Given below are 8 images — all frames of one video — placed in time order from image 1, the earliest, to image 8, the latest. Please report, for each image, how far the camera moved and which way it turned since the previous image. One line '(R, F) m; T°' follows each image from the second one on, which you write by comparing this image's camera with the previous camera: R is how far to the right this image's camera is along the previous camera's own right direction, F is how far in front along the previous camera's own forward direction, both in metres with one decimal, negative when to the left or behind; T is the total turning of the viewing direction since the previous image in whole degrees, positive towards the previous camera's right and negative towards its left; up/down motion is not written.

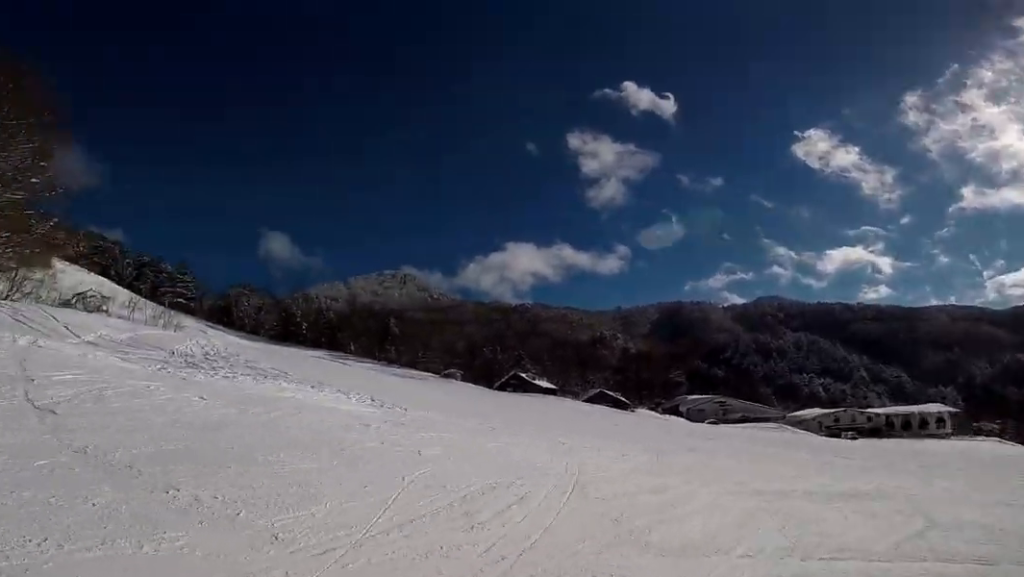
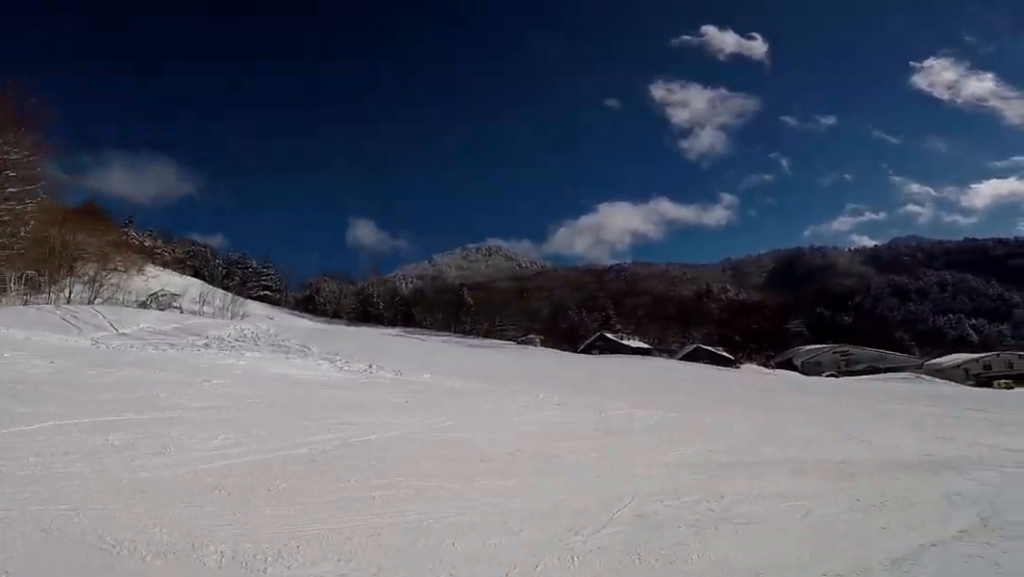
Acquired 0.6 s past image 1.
(+0.4, +5.5) m; 0°
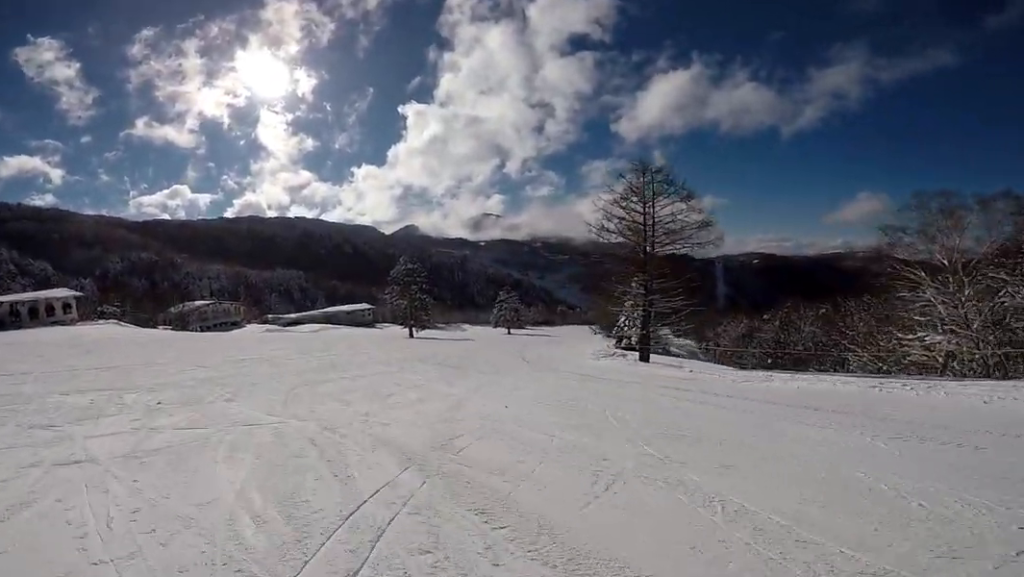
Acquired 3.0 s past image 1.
(+1.6, +20.8) m; +22°
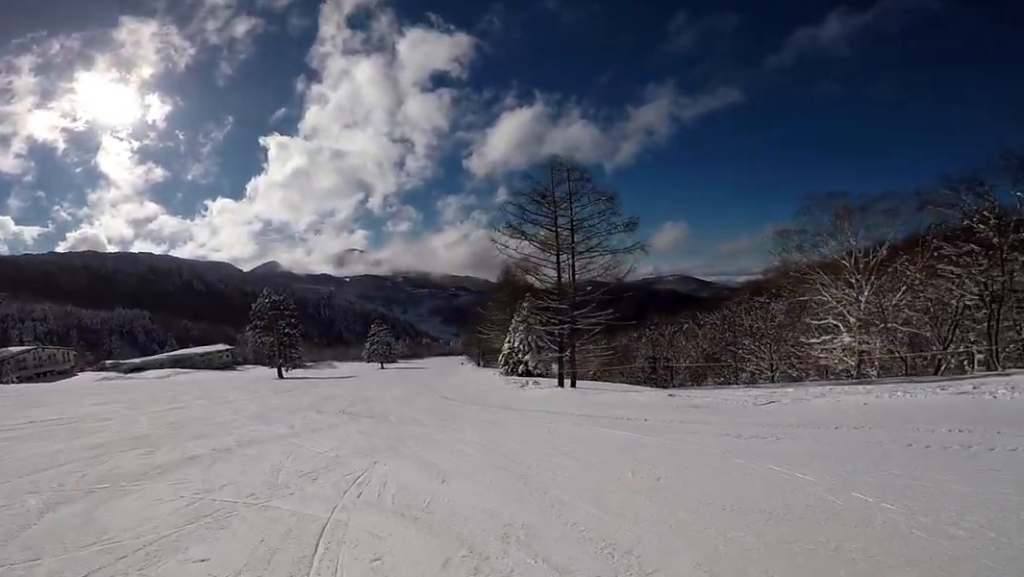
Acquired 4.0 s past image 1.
(+1.1, +9.2) m; +7°
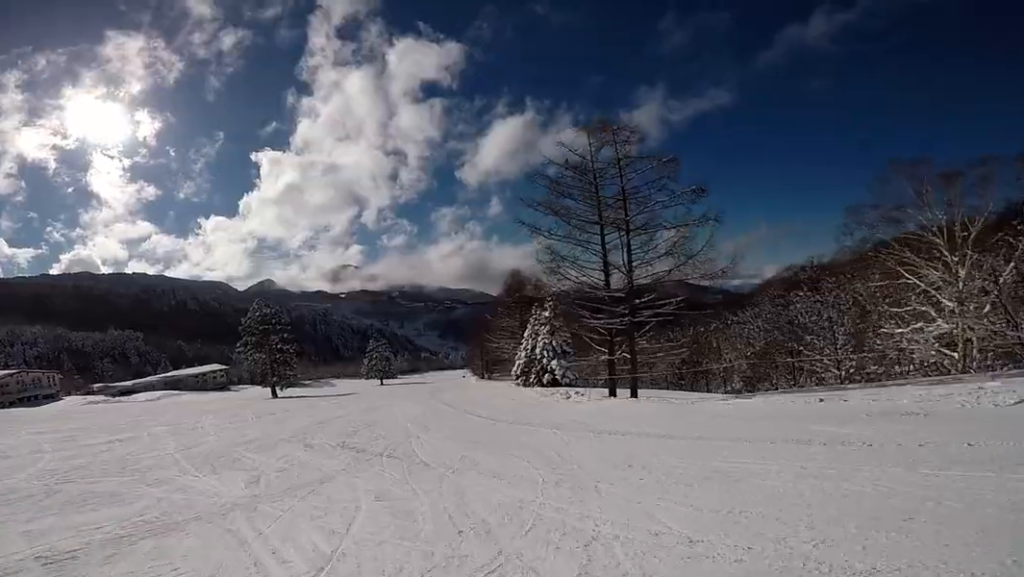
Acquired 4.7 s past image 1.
(0.0, +7.0) m; 0°
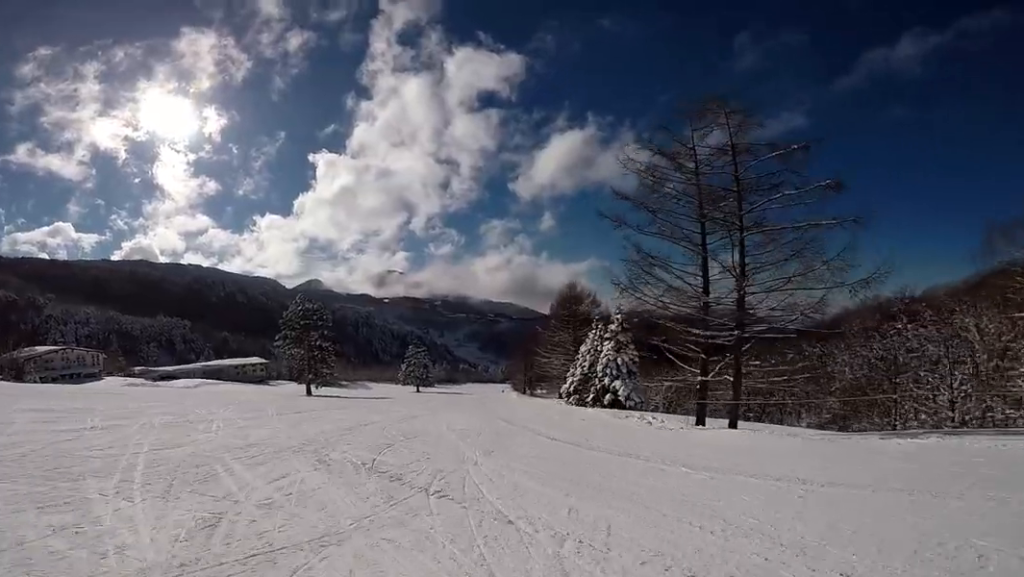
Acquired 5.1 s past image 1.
(0.0, +4.1) m; 0°
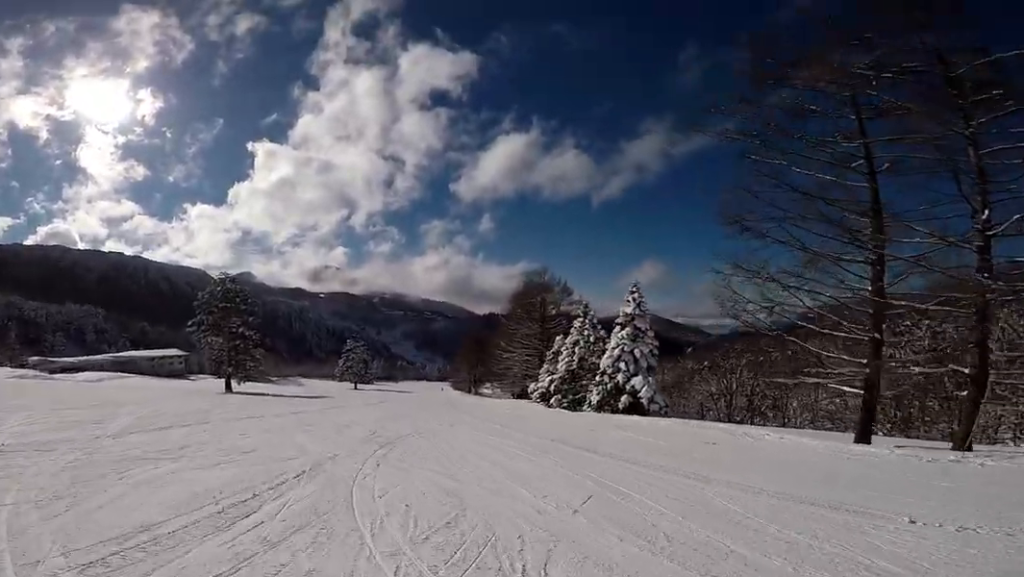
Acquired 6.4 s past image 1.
(0.0, +11.8) m; +10°
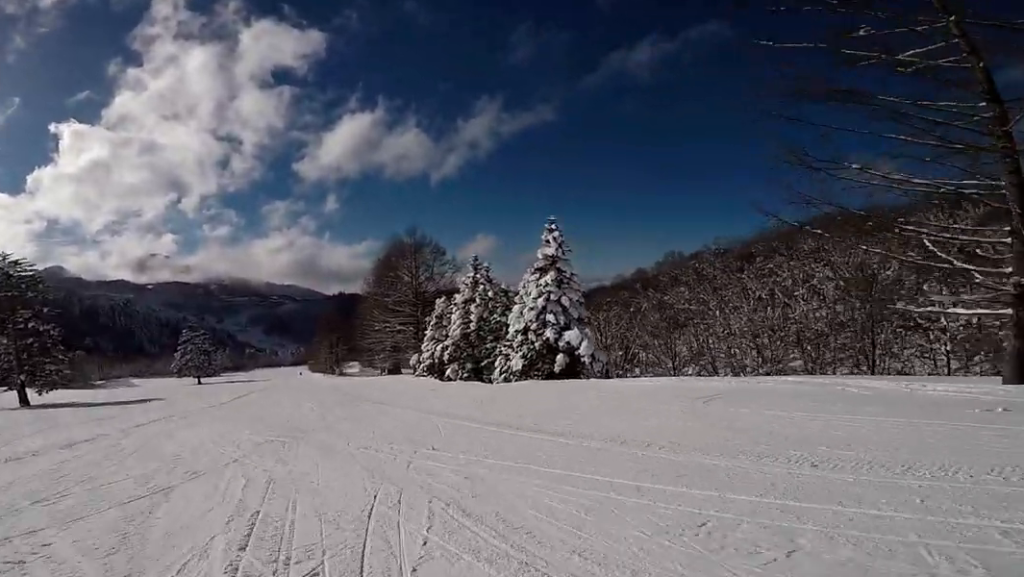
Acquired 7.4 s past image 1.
(+1.7, +9.5) m; +9°
